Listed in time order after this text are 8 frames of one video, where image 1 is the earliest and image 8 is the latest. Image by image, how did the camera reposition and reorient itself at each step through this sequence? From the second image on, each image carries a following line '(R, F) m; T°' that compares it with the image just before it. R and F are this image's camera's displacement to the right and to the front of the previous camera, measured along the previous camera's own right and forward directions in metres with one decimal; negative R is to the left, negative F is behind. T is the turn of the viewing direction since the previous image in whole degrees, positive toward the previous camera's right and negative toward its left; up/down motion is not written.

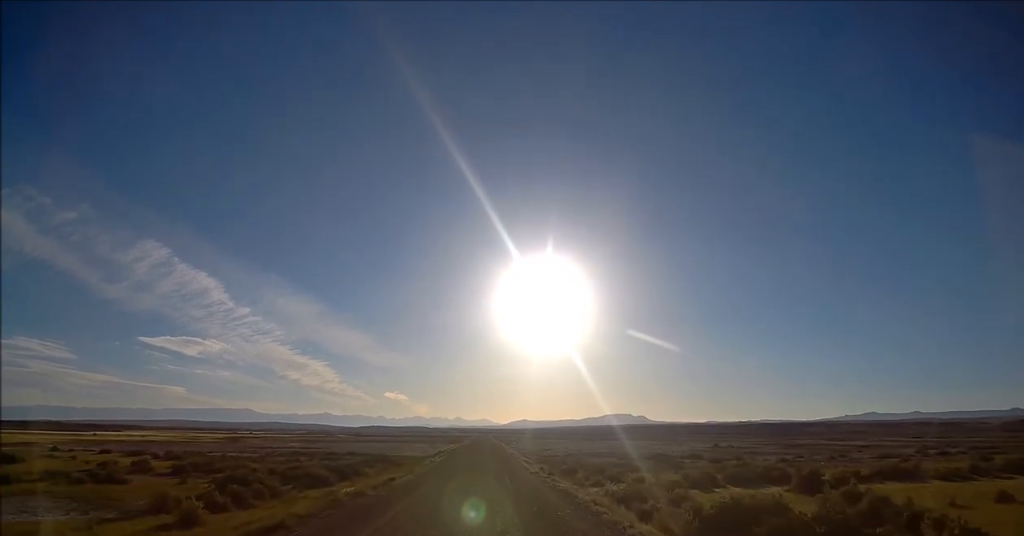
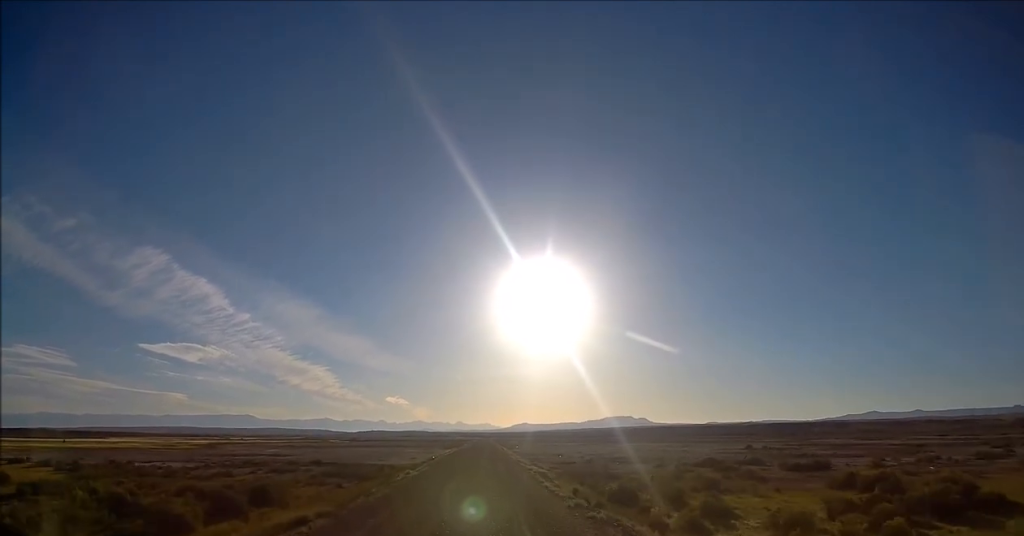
(0.0, +21.5) m; -1°
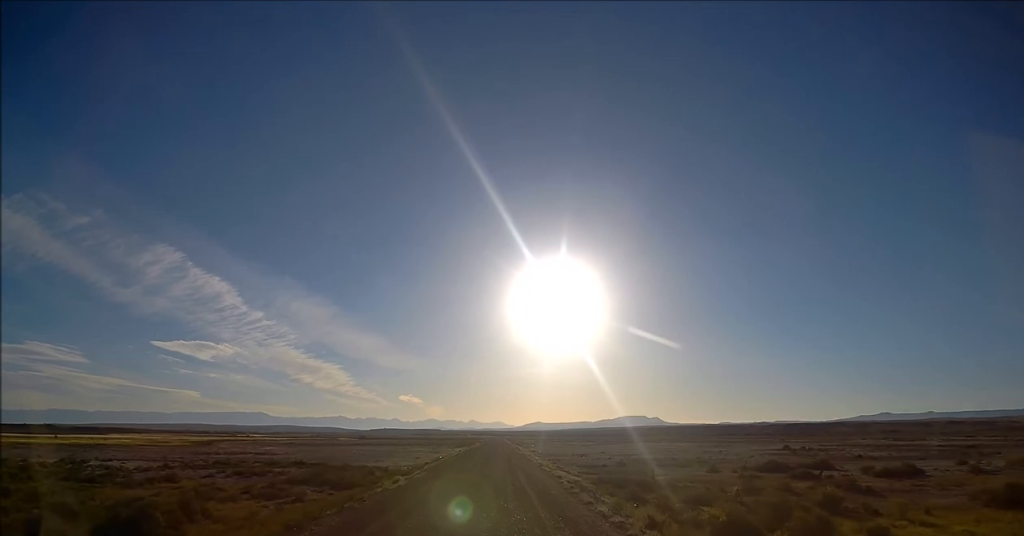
(-0.2, +12.7) m; -1°
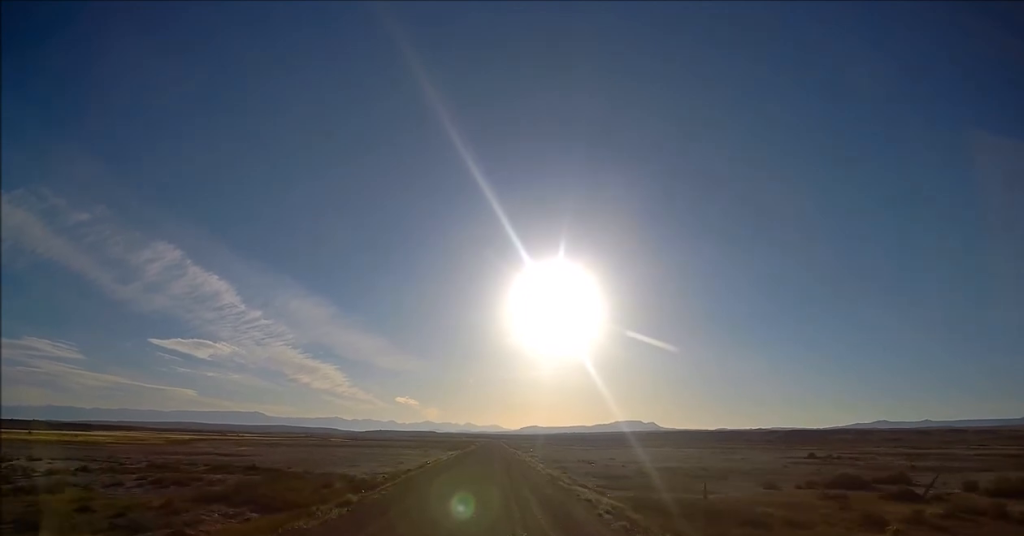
(-0.1, +12.8) m; 0°
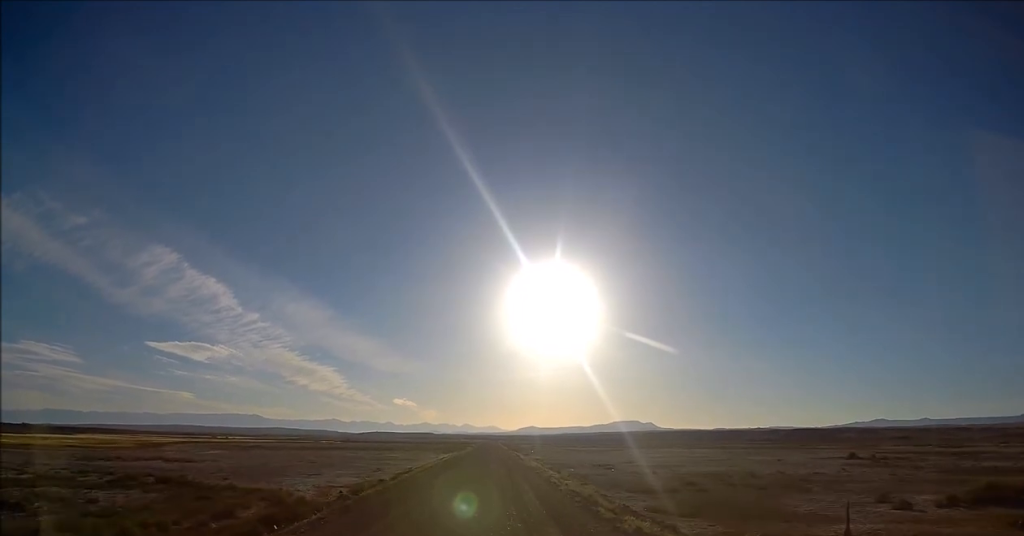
(+0.1, +16.3) m; +1°
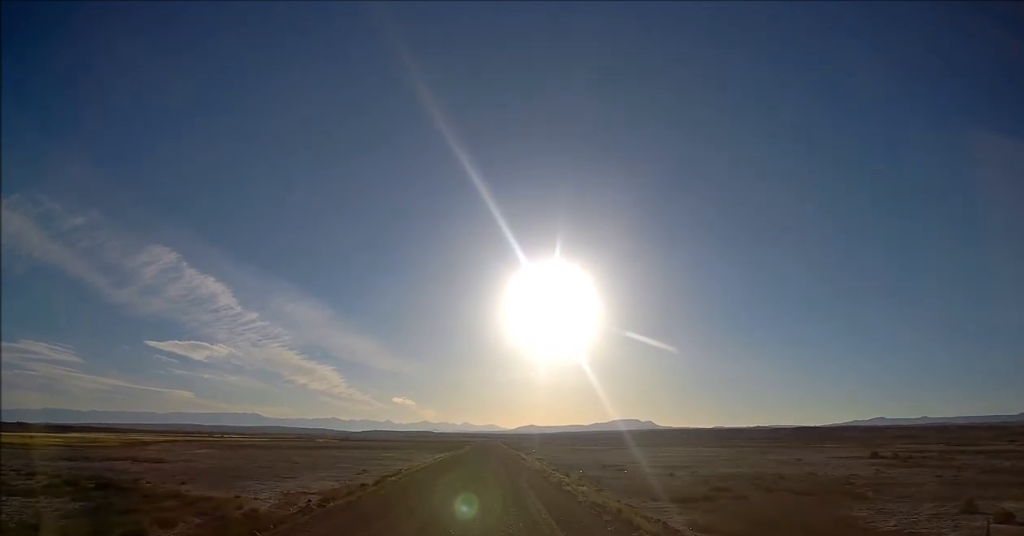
(0.0, +7.1) m; 0°
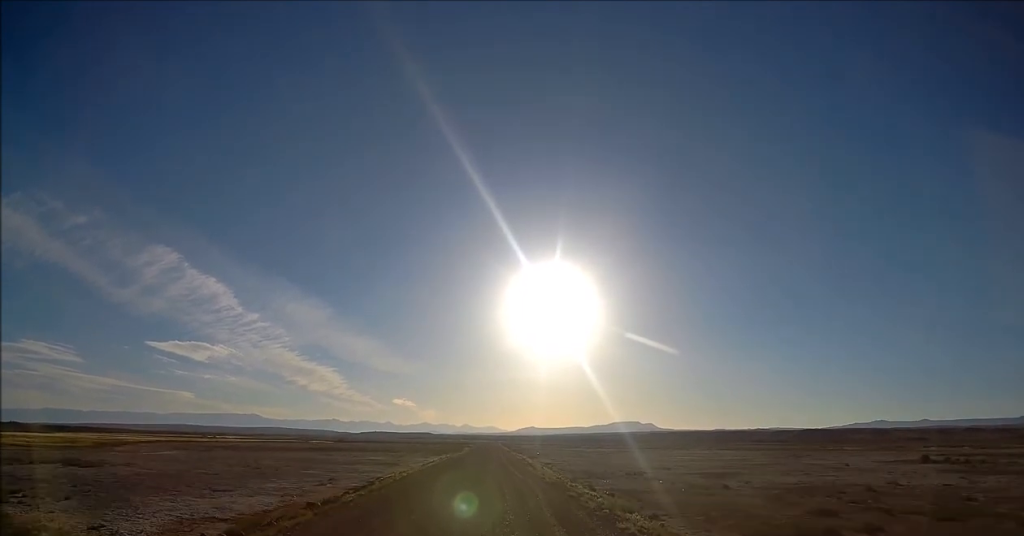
(+0.1, +13.2) m; 0°
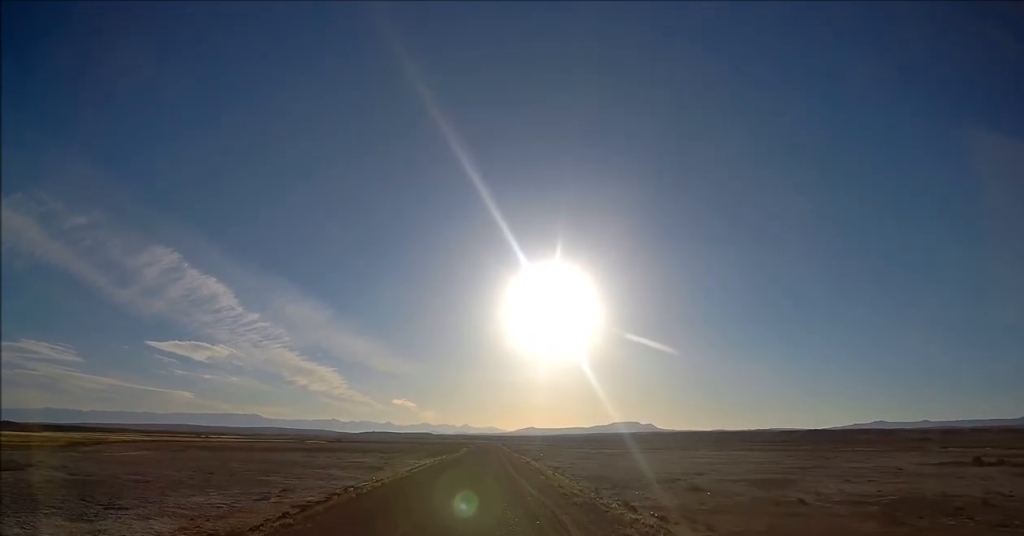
(0.0, +11.1) m; 0°
